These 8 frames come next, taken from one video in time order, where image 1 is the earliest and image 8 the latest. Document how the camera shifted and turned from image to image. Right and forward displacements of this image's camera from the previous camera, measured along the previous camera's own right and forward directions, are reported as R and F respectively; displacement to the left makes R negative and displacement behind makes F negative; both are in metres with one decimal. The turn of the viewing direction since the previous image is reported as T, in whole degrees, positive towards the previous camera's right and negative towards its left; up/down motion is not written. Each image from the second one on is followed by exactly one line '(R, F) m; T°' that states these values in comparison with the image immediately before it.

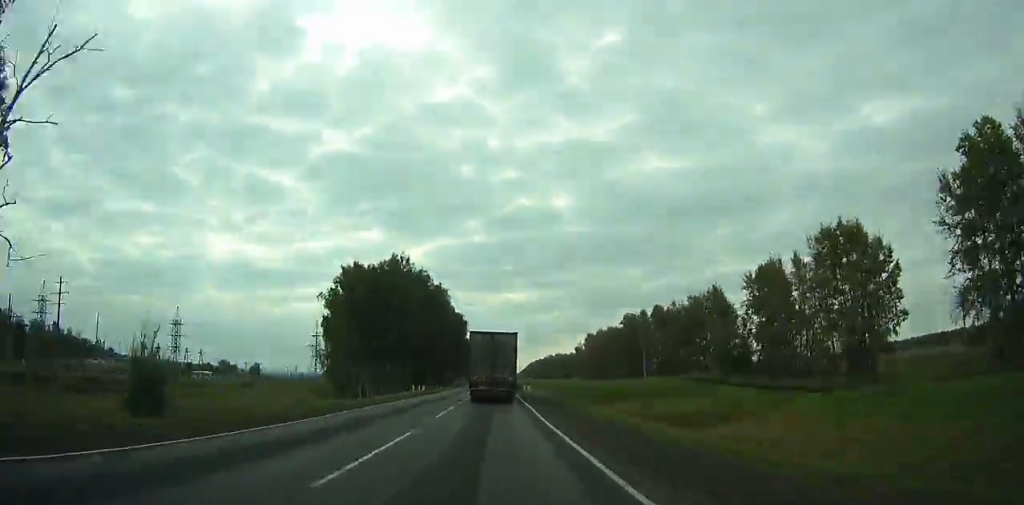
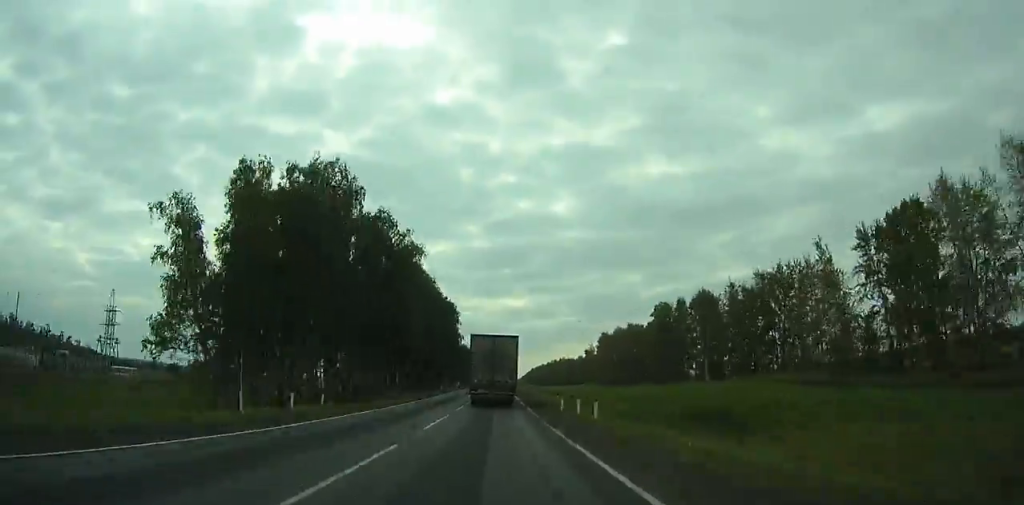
(-0.2, +40.1) m; 0°
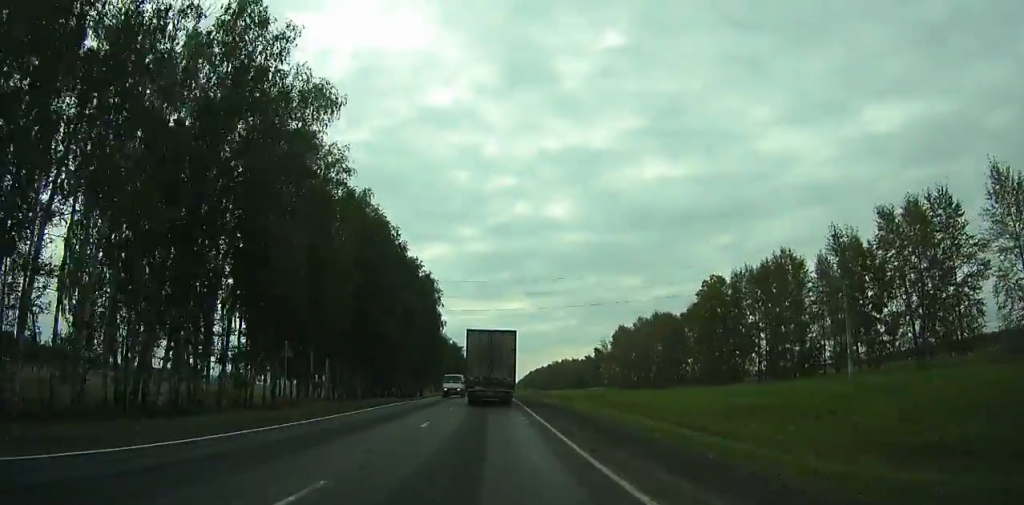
(-0.1, +40.3) m; 0°
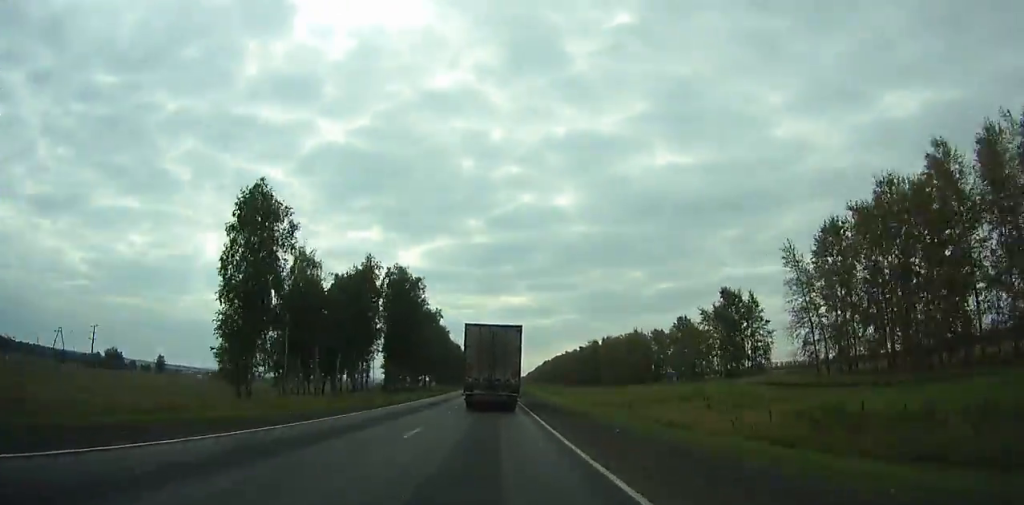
(-1.0, +149.3) m; -1°
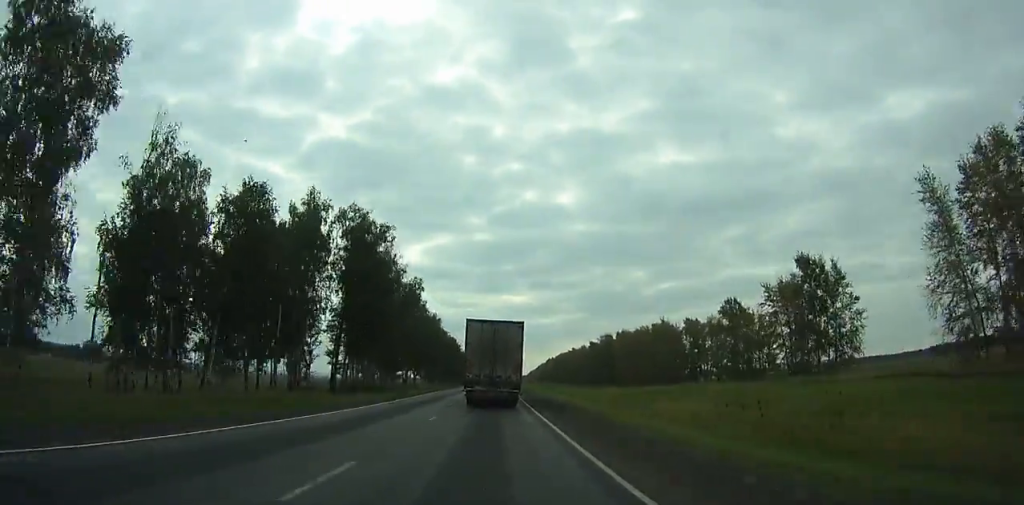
(-0.1, +32.0) m; 0°
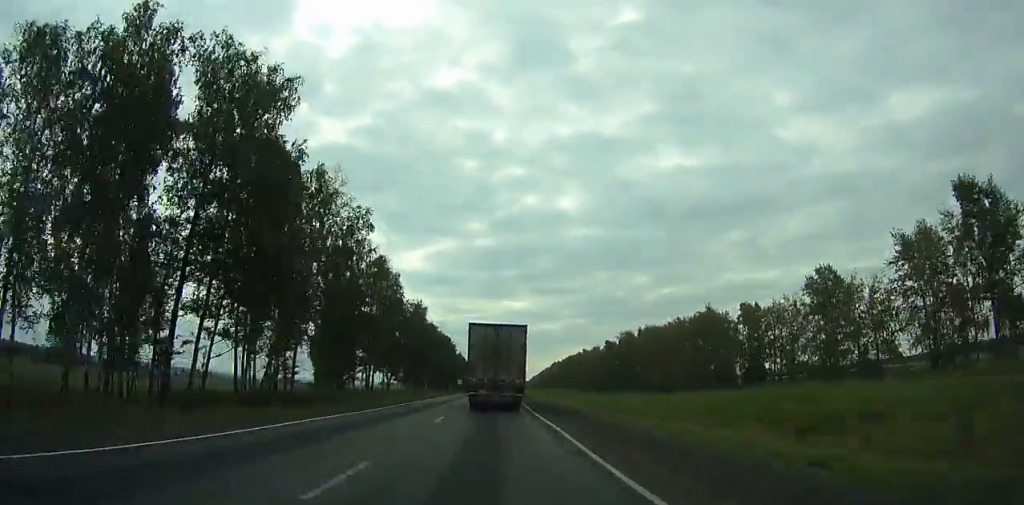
(+0.3, +36.2) m; 0°
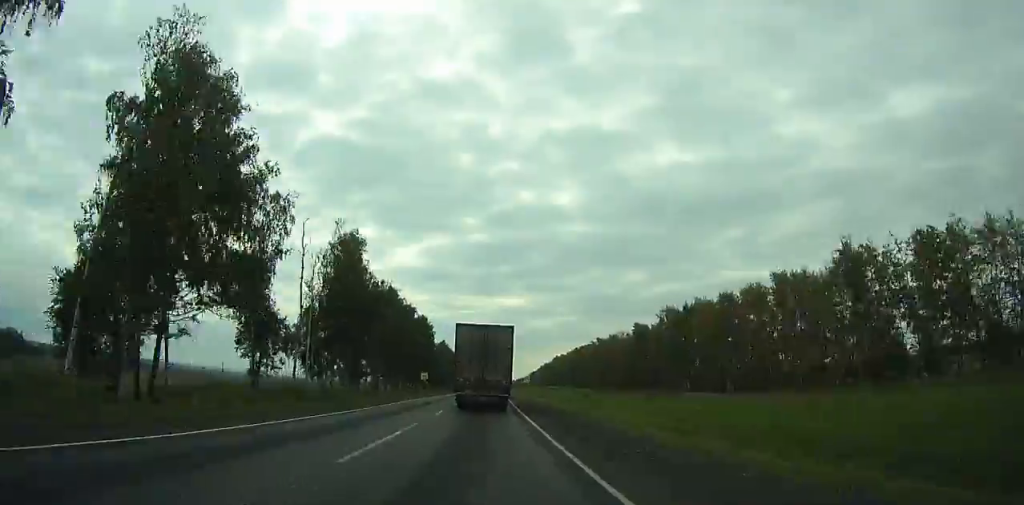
(0.0, +57.8) m; 0°
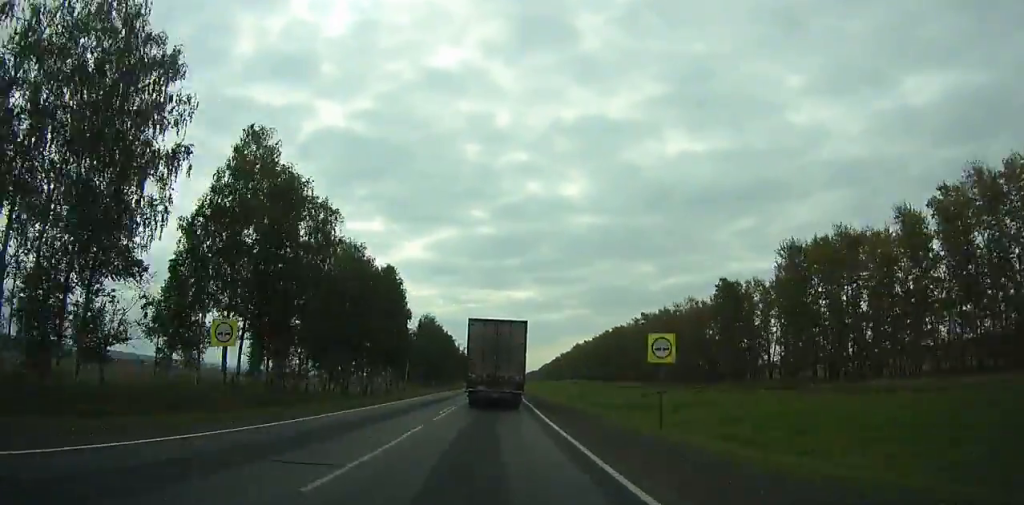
(-0.2, +62.2) m; 0°
